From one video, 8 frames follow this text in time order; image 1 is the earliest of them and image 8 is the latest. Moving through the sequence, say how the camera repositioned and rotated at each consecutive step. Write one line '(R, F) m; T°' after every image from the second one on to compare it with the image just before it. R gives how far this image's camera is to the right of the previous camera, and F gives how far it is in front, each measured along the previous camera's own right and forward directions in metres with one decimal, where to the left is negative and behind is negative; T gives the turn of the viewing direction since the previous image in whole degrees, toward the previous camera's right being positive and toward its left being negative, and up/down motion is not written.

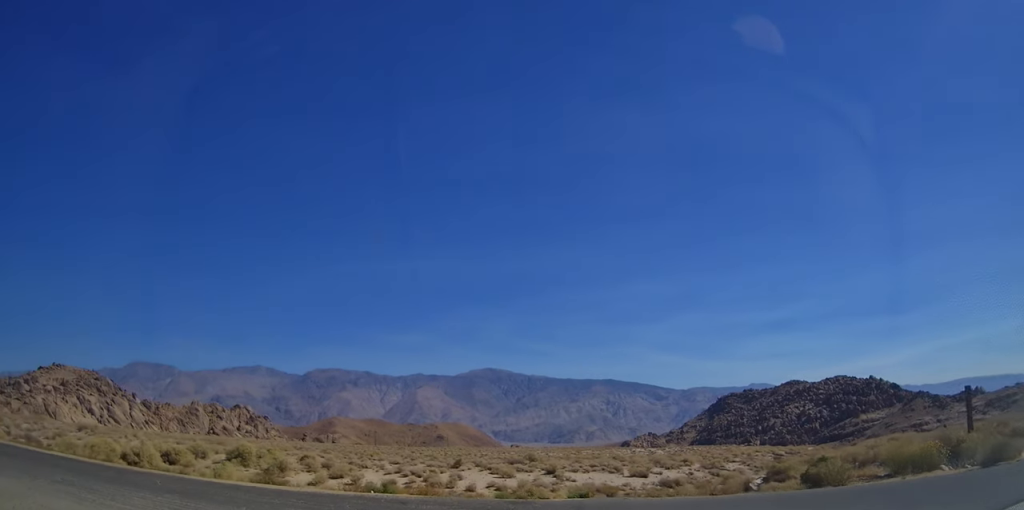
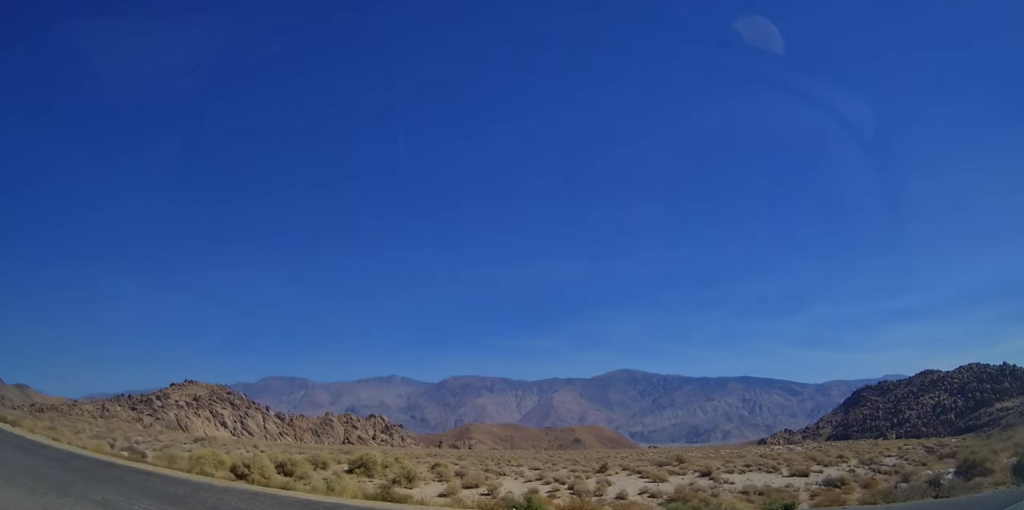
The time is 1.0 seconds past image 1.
(-0.1, +3.9) m; -12°
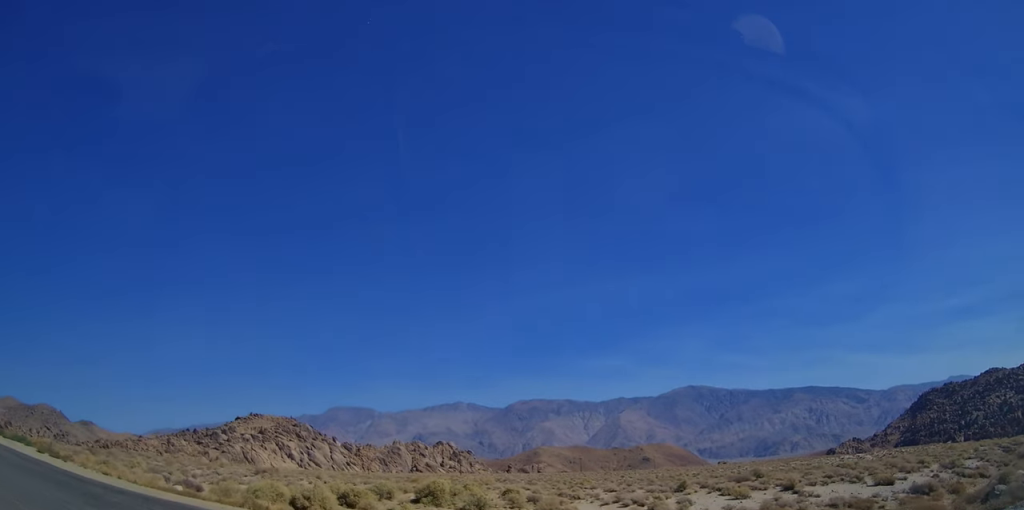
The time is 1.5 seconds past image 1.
(0.0, +1.8) m; -10°
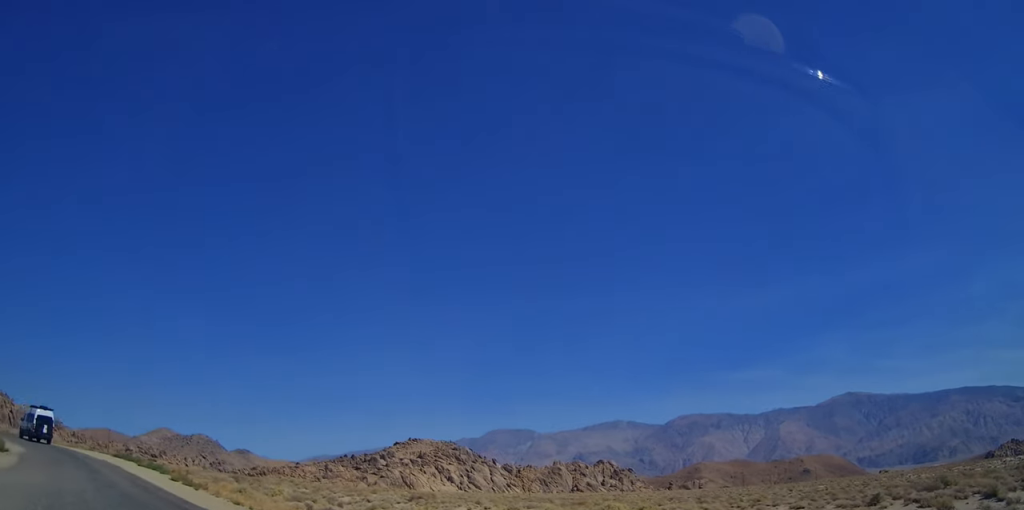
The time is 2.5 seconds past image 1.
(-0.5, +2.6) m; -26°
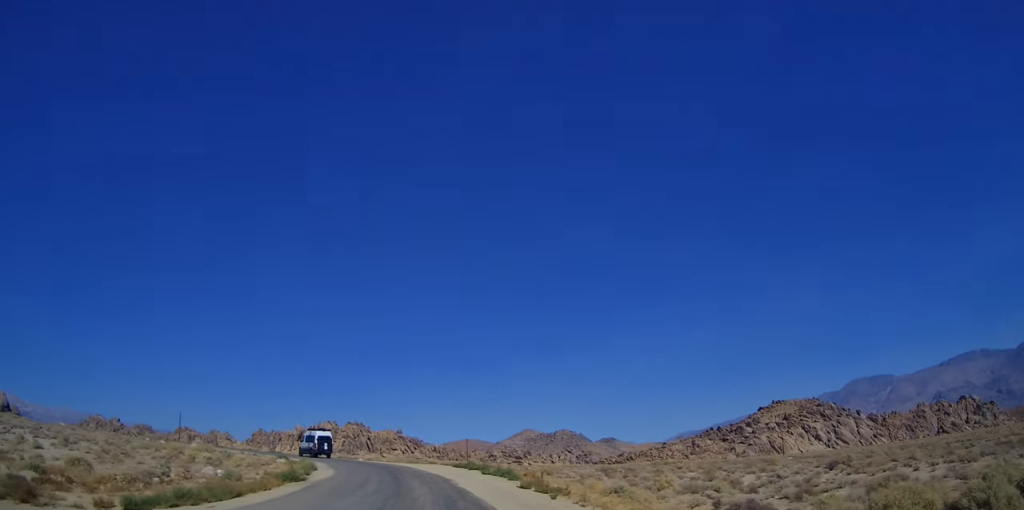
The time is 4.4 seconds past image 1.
(-1.3, +6.4) m; -22°
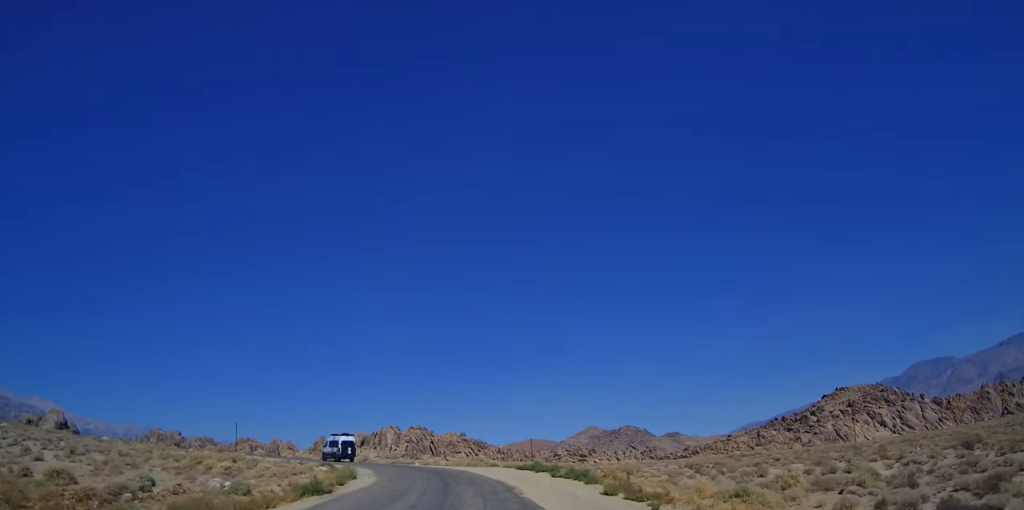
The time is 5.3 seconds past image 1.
(-0.5, +3.5) m; -15°
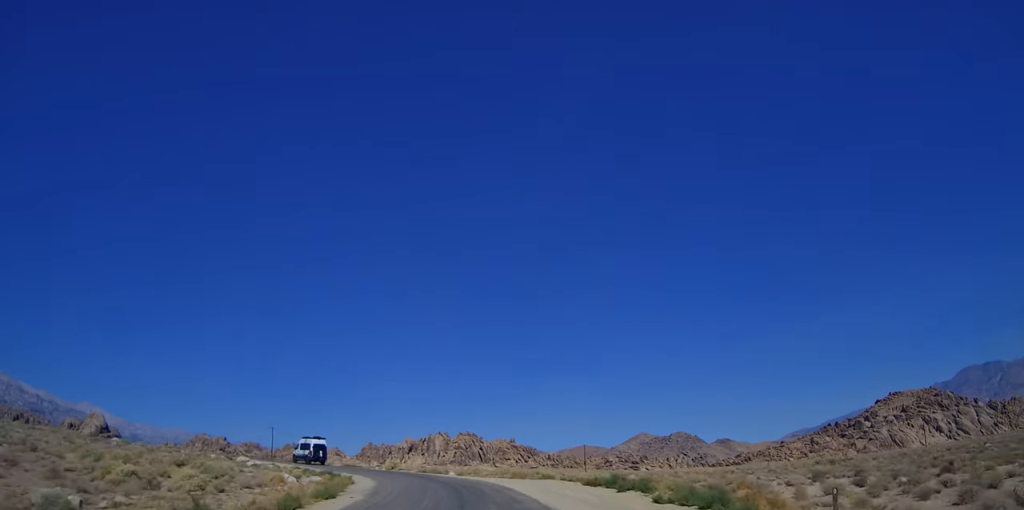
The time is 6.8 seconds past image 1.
(-1.1, +9.4) m; -6°
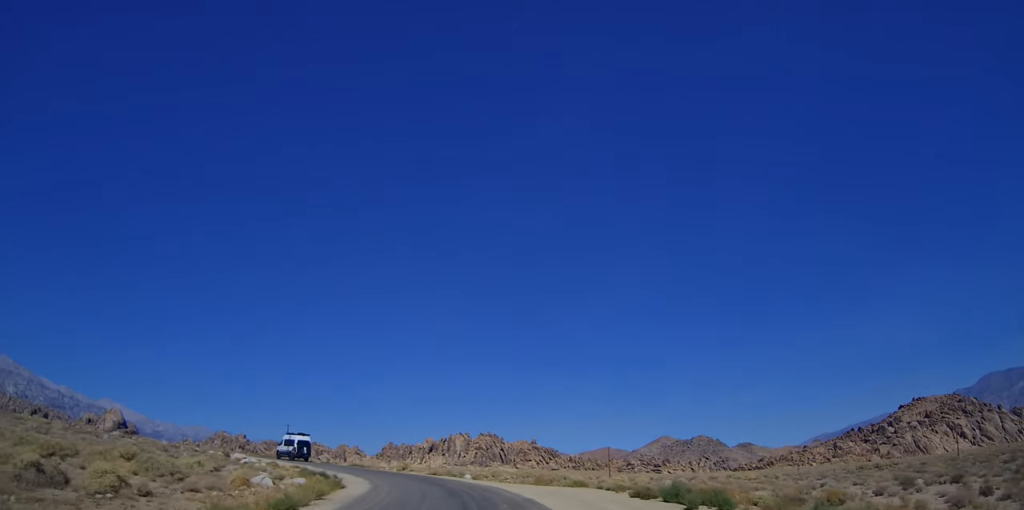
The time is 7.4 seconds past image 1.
(+0.1, +4.9) m; +1°
